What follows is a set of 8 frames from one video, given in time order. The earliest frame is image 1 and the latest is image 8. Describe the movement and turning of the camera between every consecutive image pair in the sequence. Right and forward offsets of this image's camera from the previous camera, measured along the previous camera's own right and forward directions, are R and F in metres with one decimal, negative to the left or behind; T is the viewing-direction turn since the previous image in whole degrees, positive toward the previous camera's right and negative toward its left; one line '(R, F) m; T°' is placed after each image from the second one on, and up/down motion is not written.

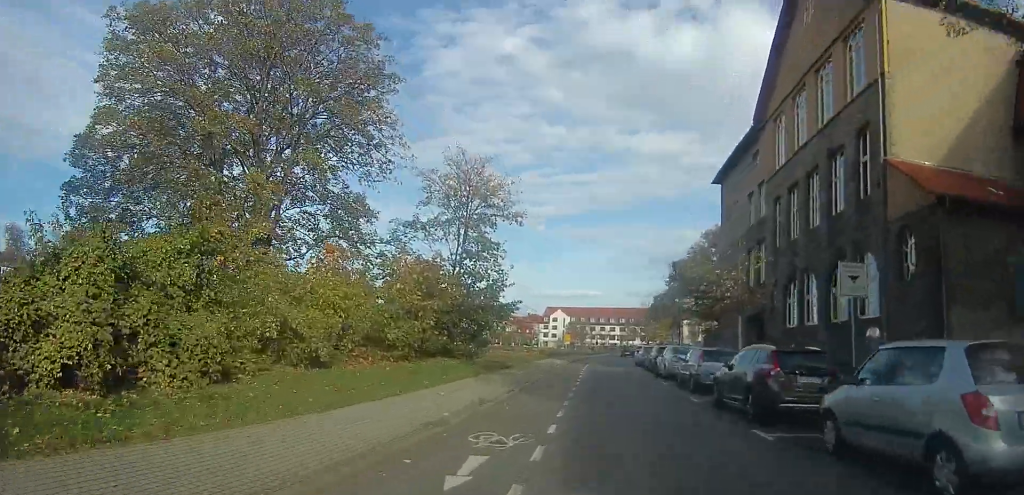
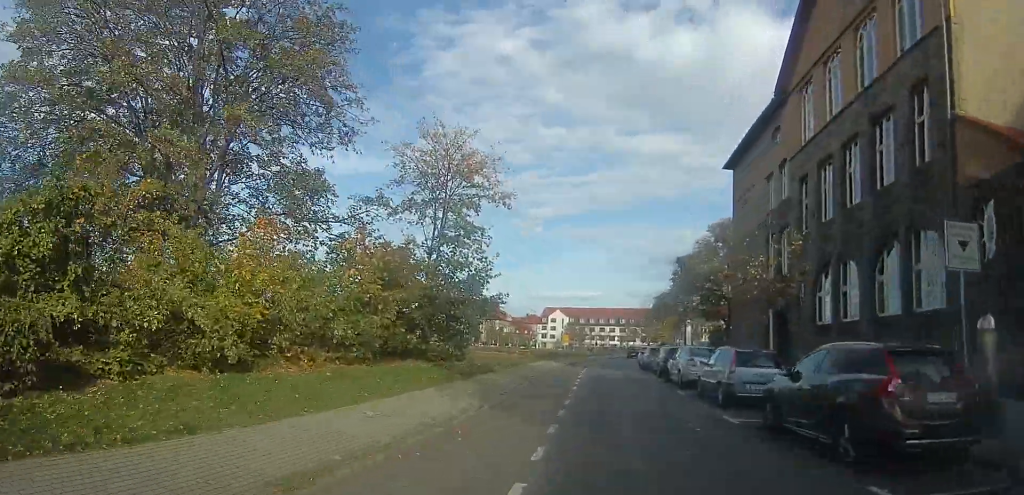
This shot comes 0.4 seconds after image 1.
(+0.2, +3.9) m; +2°
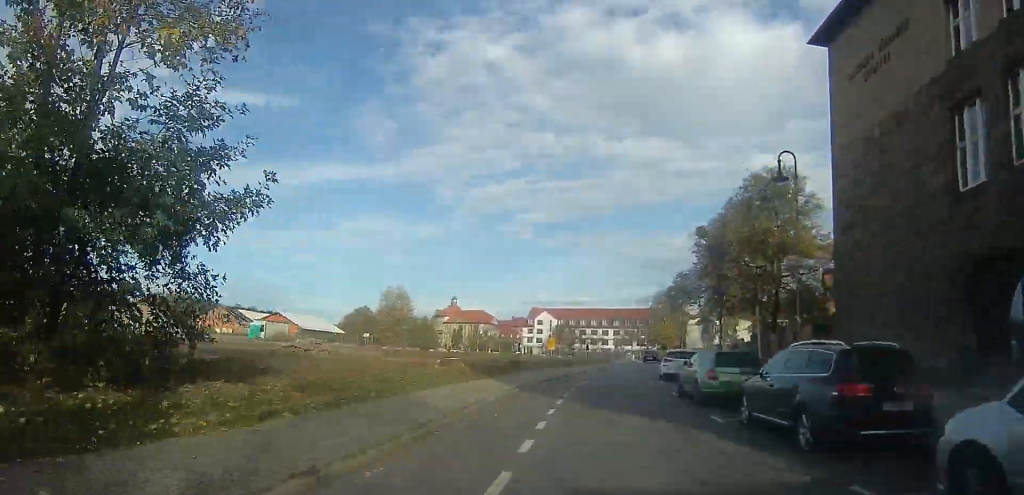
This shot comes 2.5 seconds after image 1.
(-1.1, +17.8) m; -6°
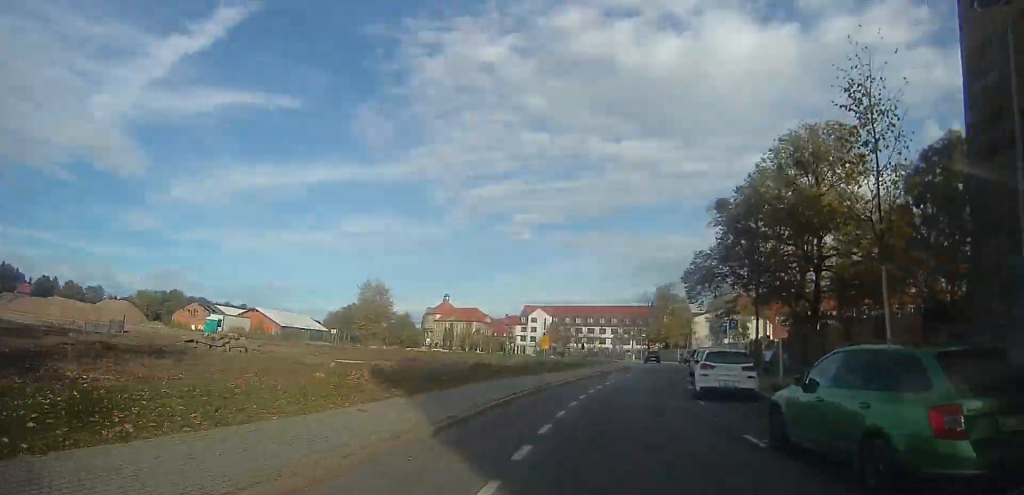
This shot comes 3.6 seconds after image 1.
(+0.1, +8.7) m; +2°
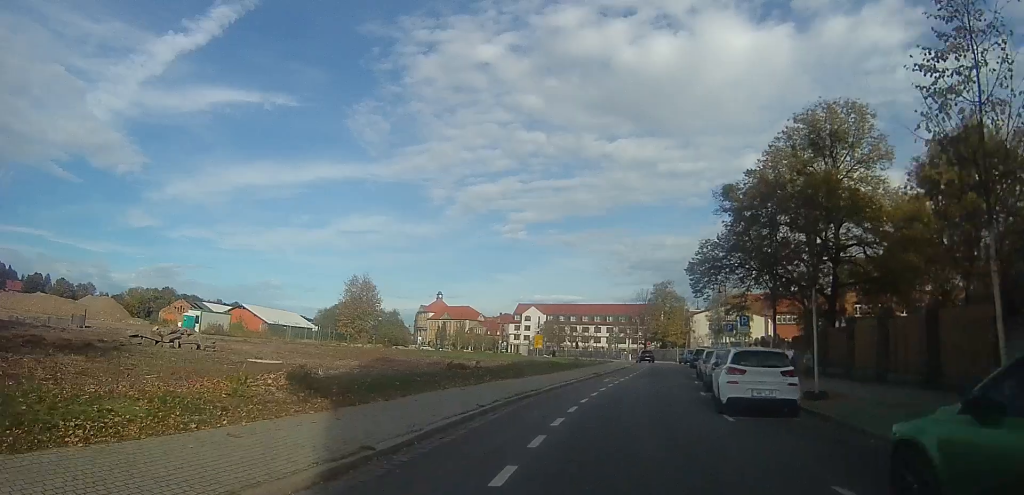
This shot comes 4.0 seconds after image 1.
(+0.1, +3.4) m; +1°
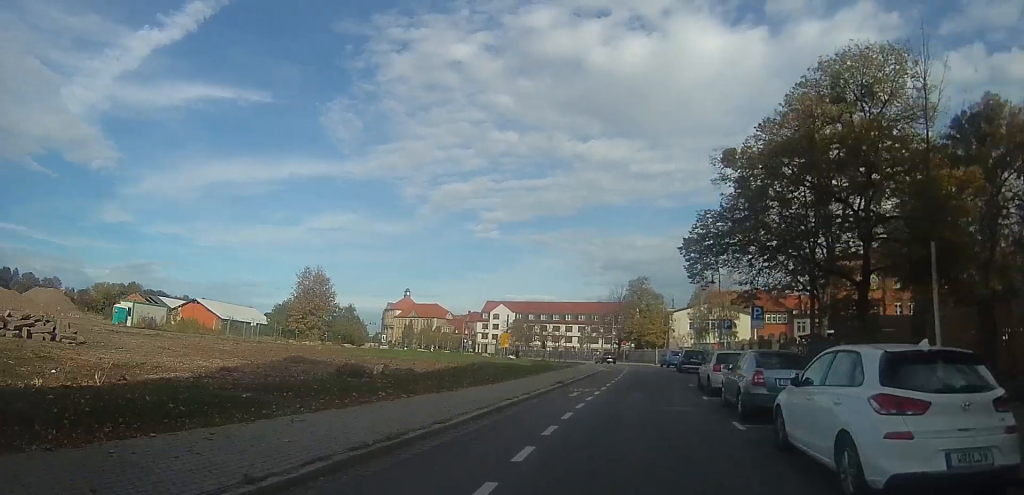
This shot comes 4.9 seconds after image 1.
(+0.1, +7.0) m; +4°
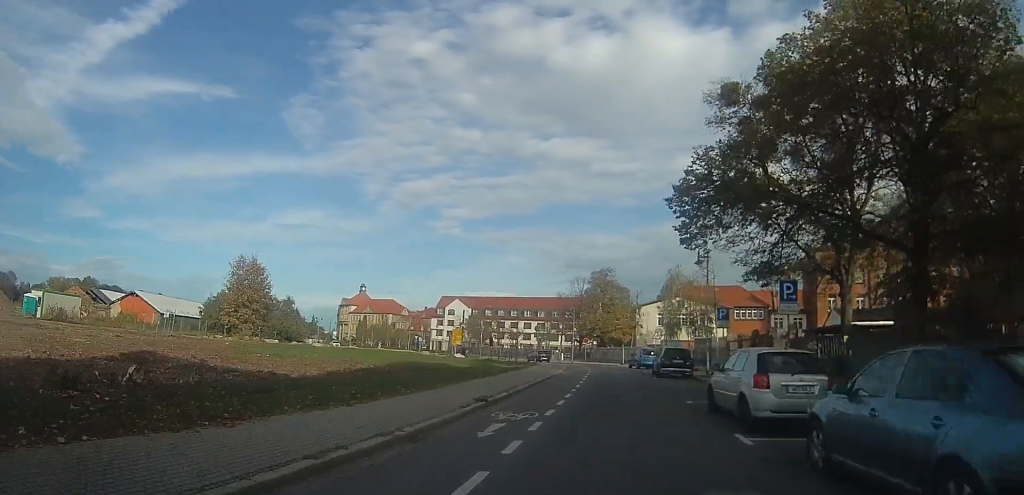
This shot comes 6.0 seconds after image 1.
(+0.5, +7.8) m; +6°
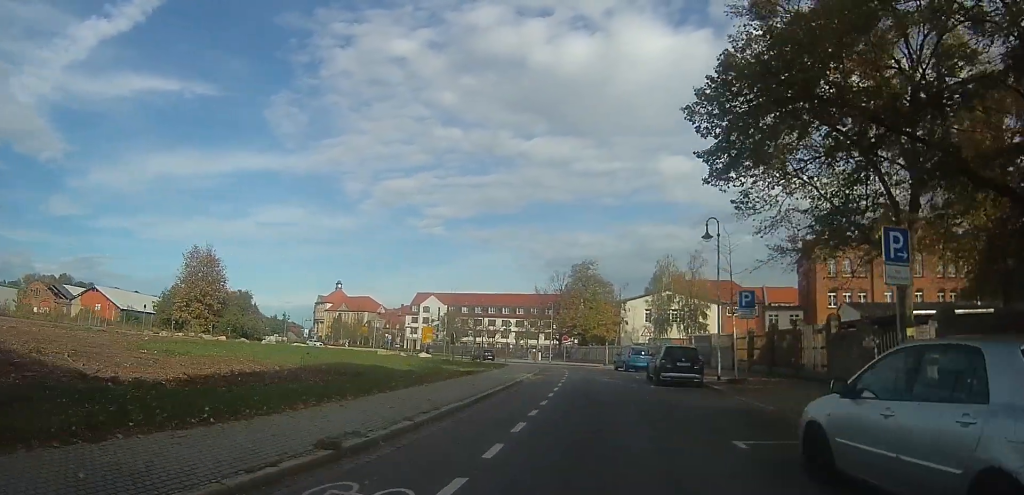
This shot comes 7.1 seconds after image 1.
(+0.2, +6.8) m; 0°
